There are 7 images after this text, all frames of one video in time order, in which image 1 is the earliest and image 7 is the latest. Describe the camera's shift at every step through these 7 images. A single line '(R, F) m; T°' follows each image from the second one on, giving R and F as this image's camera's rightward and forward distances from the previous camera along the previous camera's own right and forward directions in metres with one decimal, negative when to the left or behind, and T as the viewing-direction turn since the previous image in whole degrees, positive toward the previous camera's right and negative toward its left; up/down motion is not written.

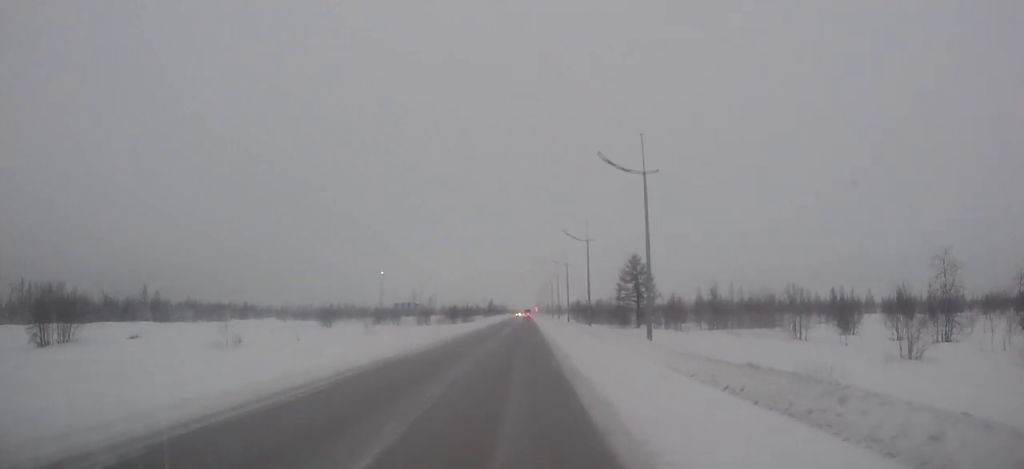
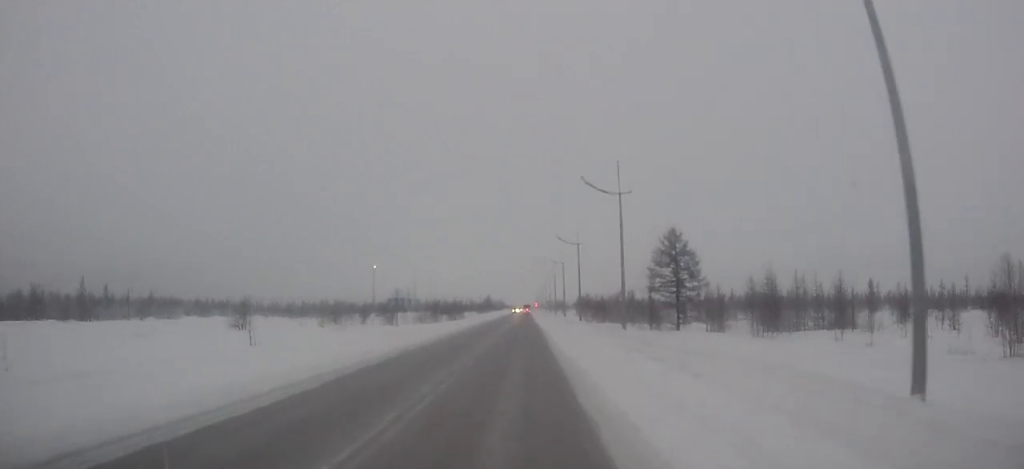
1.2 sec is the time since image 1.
(0.0, +22.9) m; 0°
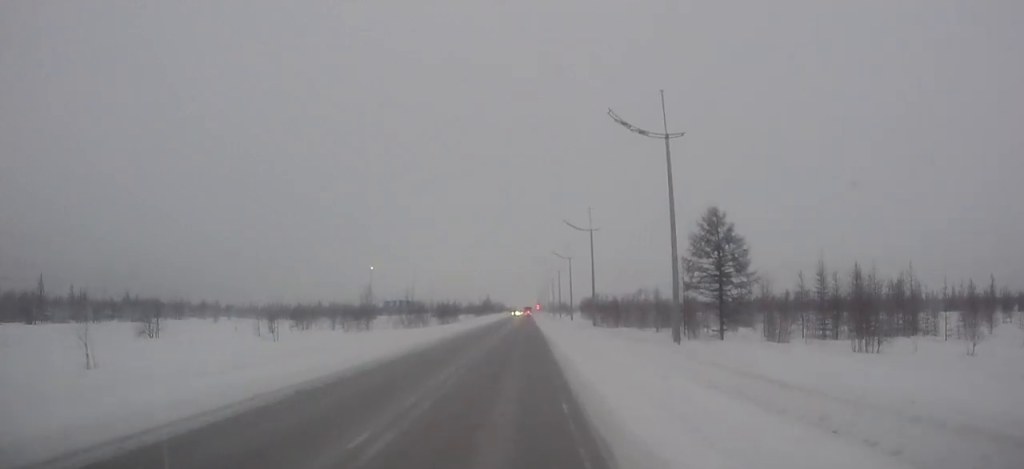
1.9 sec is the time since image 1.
(0.0, +13.6) m; 0°
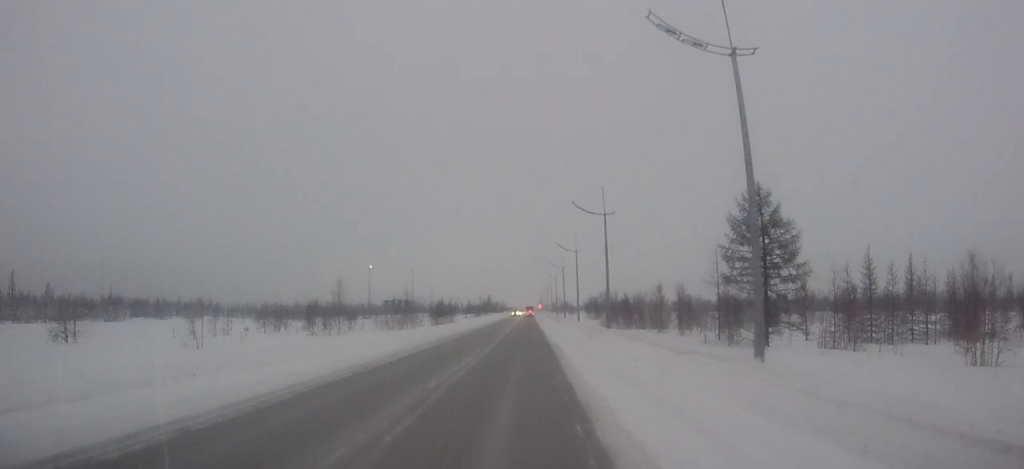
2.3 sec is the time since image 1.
(0.0, +9.0) m; 0°
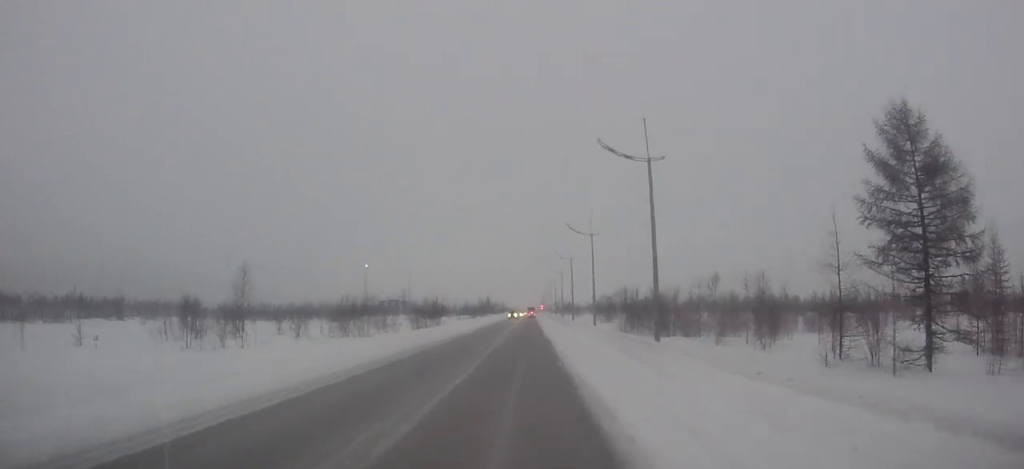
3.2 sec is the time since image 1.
(0.0, +17.3) m; 0°
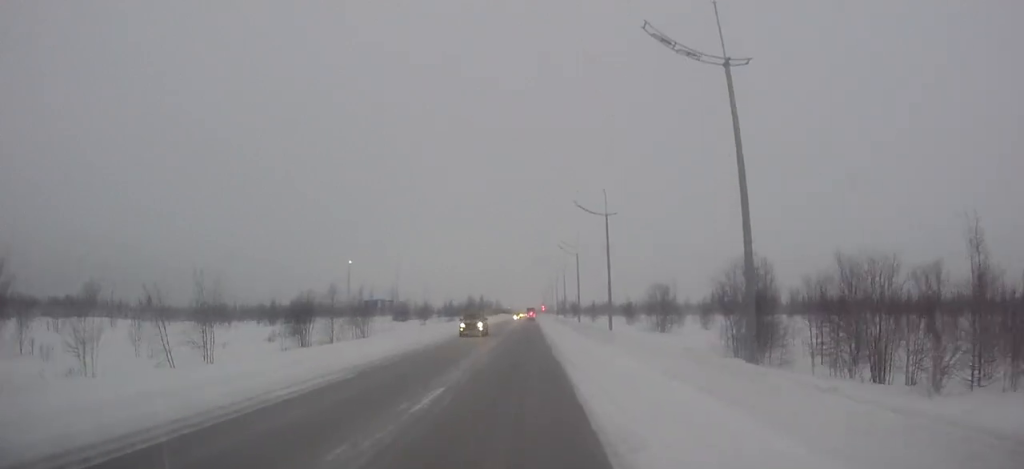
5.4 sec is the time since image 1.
(-0.1, +41.5) m; 0°
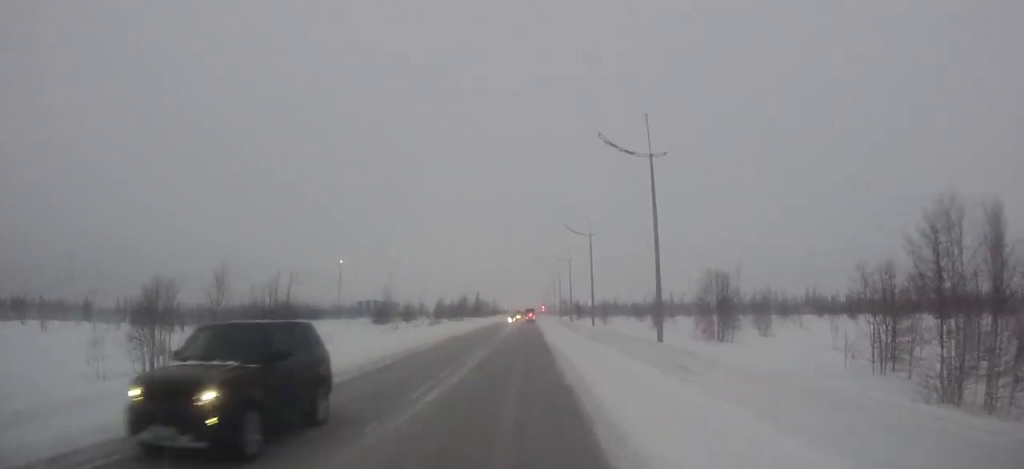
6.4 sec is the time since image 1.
(+0.1, +17.6) m; 0°
